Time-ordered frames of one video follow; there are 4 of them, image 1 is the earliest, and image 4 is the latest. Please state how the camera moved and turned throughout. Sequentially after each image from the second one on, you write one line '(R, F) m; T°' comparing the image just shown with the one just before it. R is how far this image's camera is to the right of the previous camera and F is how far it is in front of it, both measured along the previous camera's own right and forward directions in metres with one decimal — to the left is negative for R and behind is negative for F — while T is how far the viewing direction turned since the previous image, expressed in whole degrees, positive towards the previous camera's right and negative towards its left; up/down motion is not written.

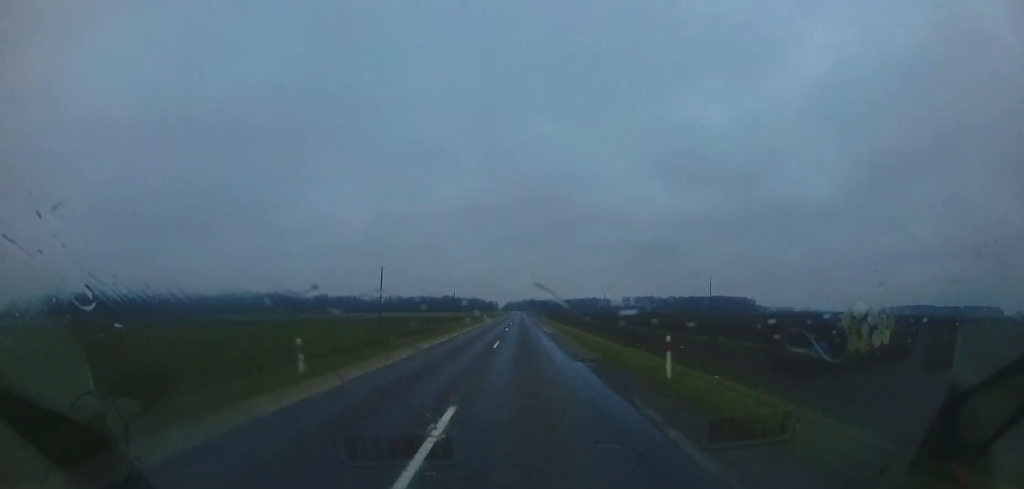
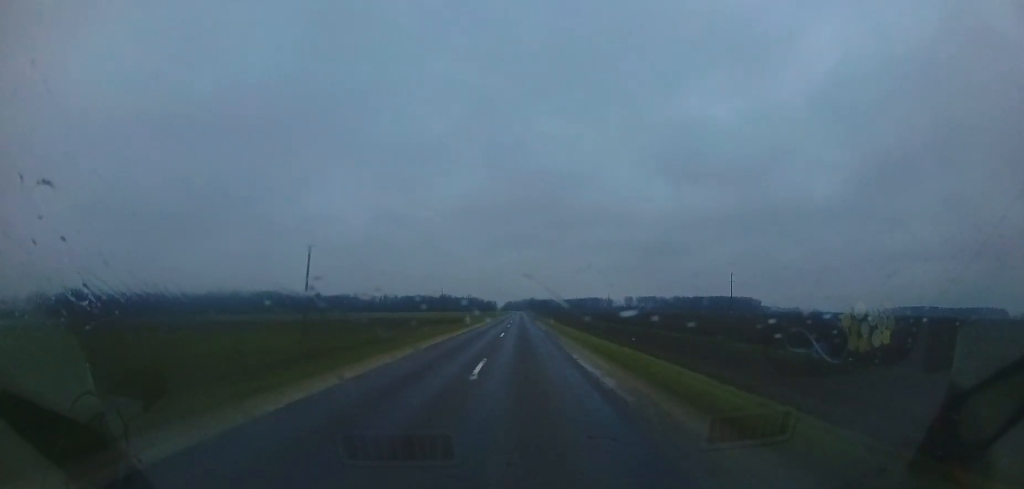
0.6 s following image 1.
(+0.2, +18.2) m; 0°
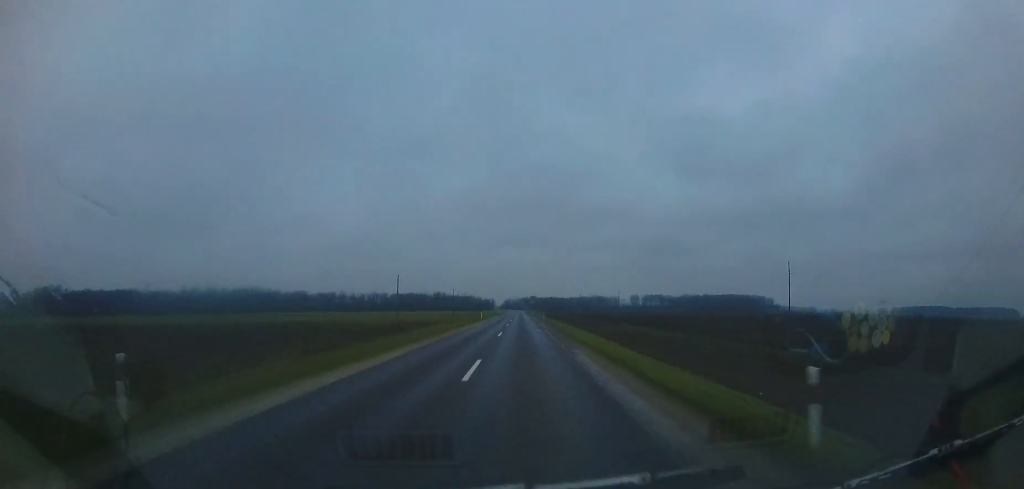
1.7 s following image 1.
(0.0, +36.5) m; 0°
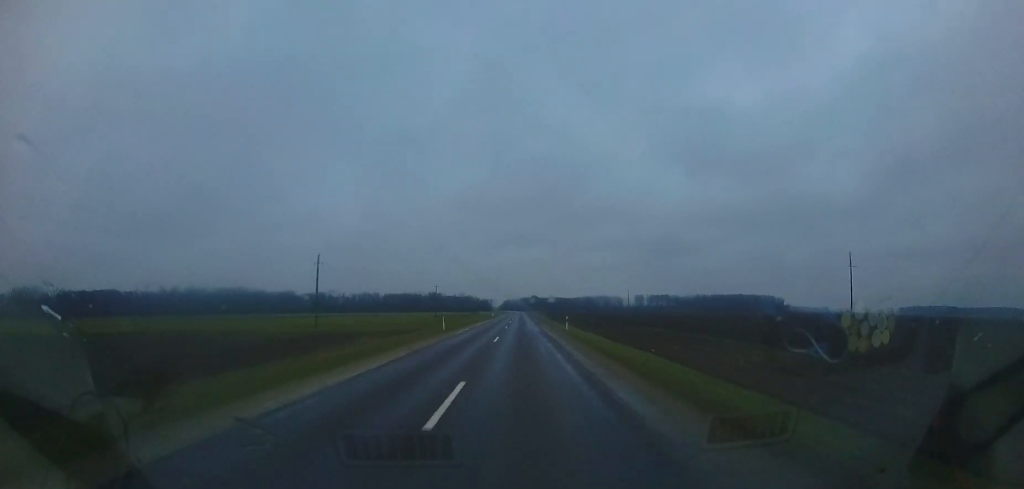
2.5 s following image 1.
(+0.1, +26.8) m; 0°
